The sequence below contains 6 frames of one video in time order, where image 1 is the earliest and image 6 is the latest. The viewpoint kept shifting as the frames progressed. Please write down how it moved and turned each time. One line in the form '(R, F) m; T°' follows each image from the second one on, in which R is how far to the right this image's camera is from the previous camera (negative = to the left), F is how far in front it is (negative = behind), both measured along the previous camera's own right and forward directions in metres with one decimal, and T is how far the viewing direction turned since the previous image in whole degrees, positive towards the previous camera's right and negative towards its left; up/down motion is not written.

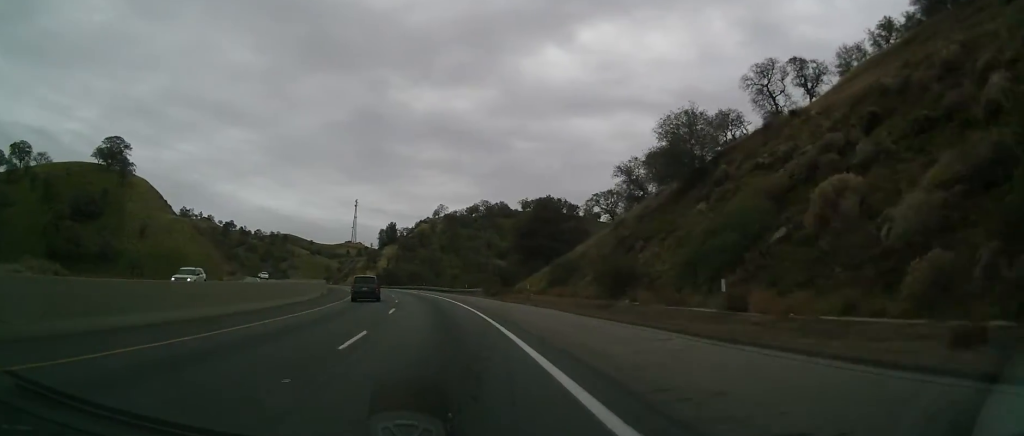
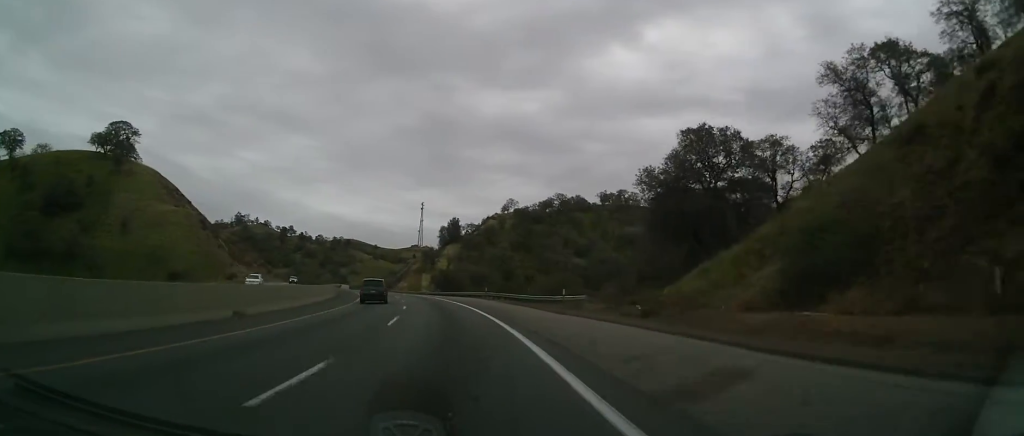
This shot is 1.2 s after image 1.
(-2.5, +35.5) m; -6°
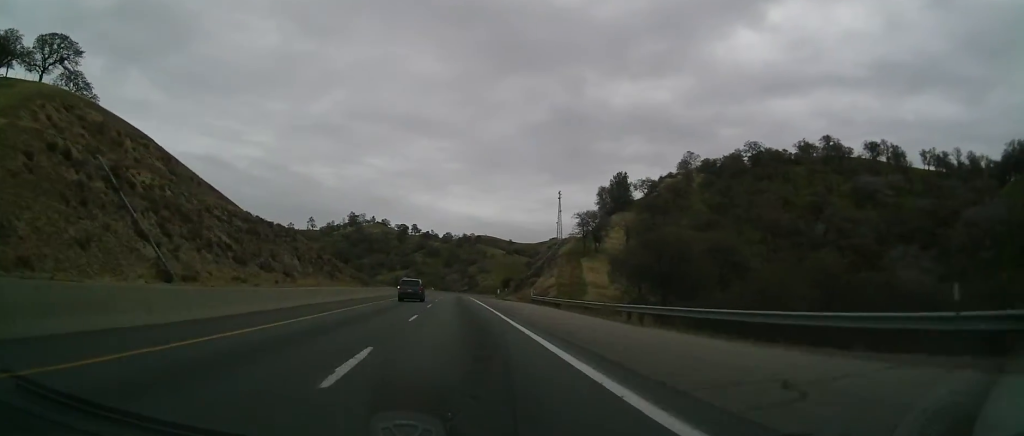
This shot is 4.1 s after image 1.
(-13.0, +85.0) m; -15°
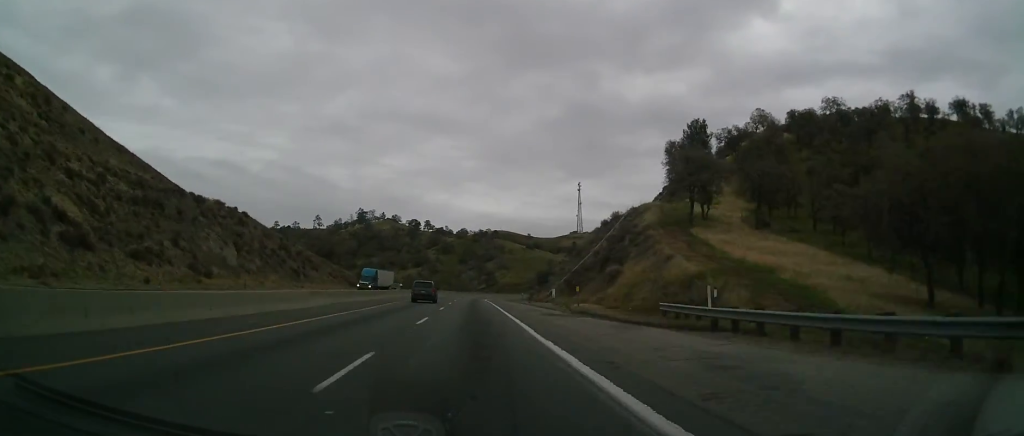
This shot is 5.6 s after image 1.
(-1.4, +44.6) m; -3°
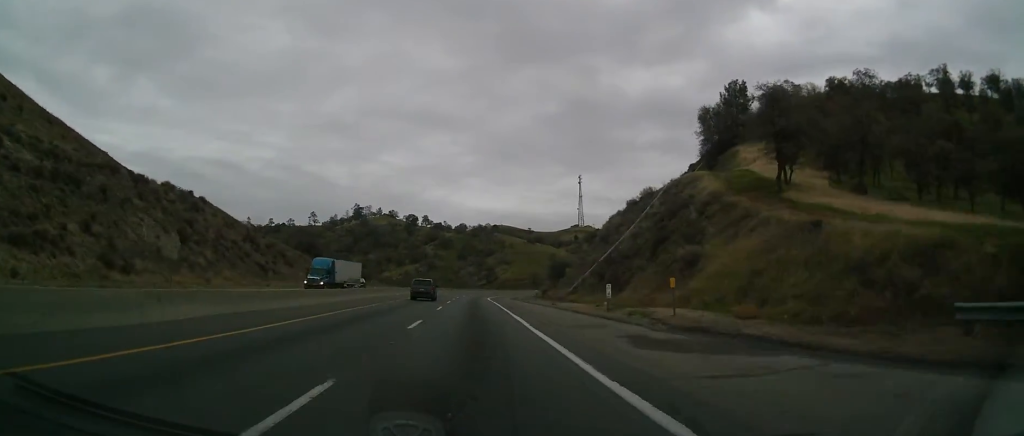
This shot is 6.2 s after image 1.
(-0.3, +18.4) m; -1°
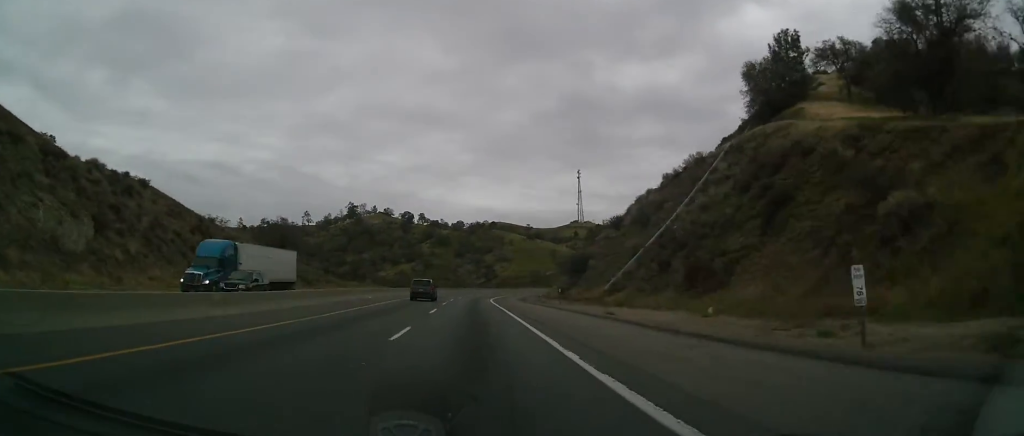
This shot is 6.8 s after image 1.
(+0.3, +18.4) m; 0°
